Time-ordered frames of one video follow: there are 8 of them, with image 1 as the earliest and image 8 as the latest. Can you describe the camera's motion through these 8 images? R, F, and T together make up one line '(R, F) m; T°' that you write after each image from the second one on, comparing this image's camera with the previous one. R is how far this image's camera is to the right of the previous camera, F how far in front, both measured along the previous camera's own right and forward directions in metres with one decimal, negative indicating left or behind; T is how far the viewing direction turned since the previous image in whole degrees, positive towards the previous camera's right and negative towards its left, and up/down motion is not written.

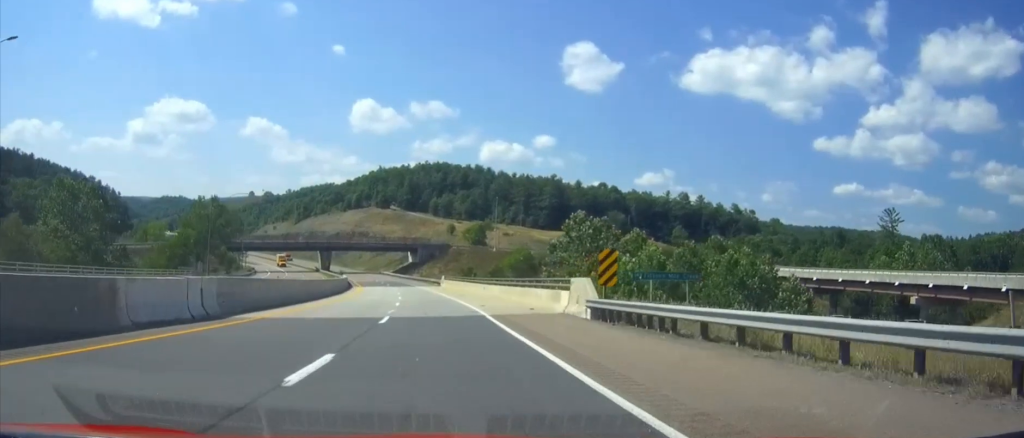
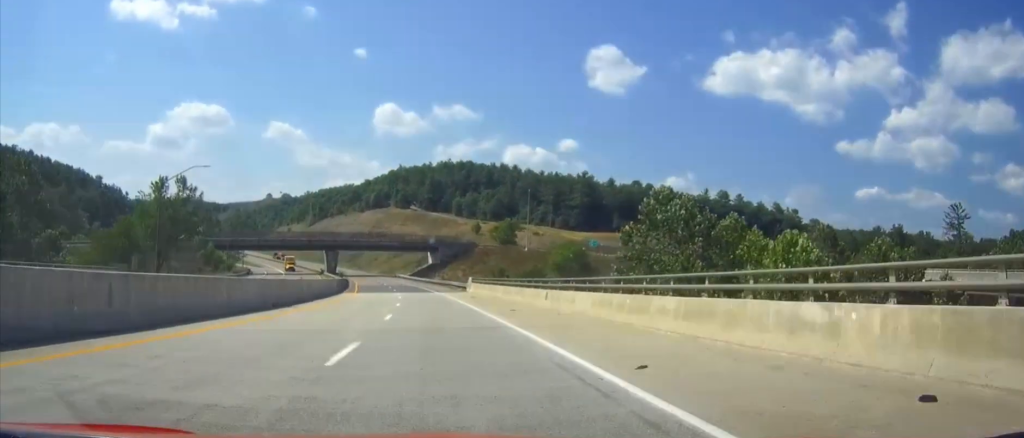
(-0.4, +25.0) m; -2°
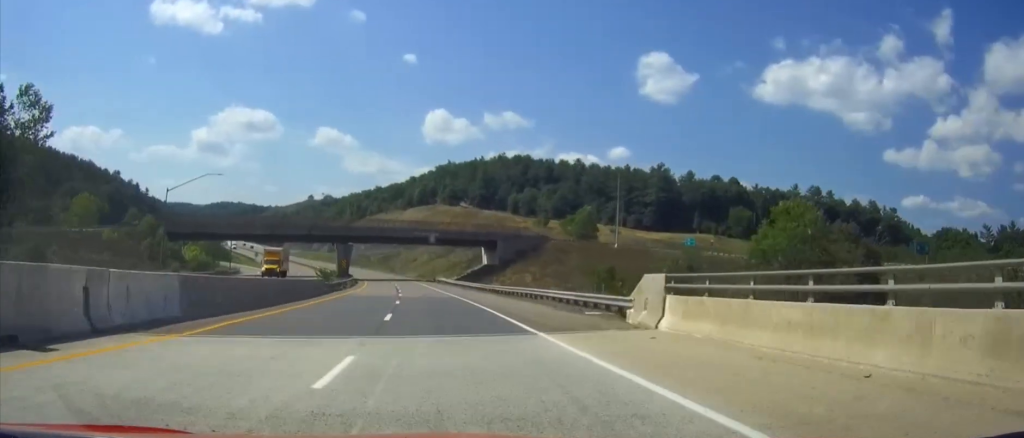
(-1.7, +48.8) m; -4°
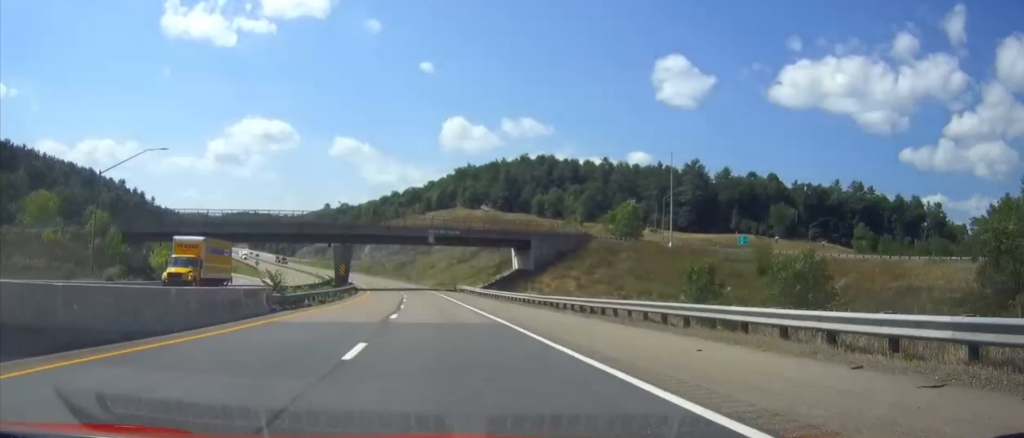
(-0.2, +21.6) m; -2°
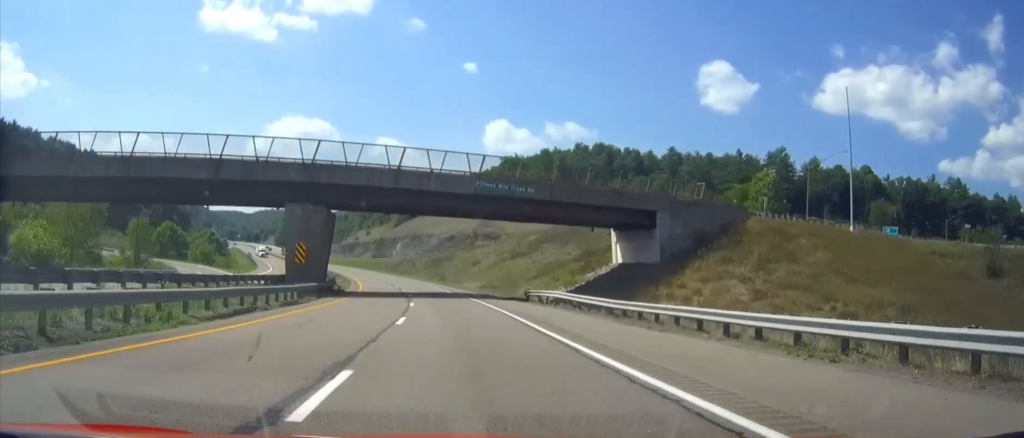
(-1.4, +44.5) m; -3°
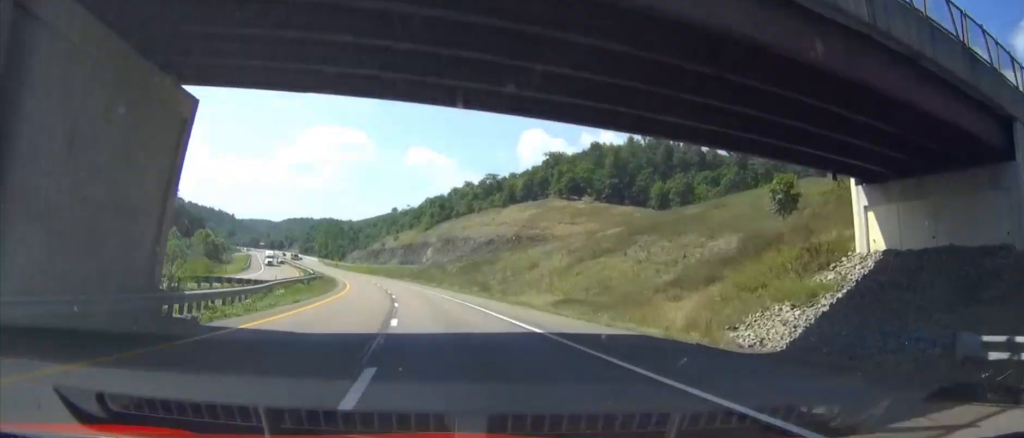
(-0.9, +37.9) m; -2°
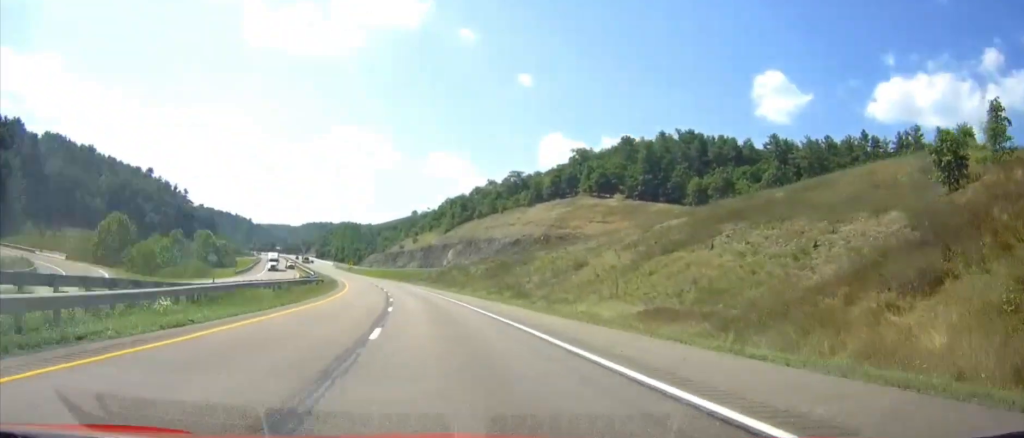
(0.0, +17.3) m; -1°
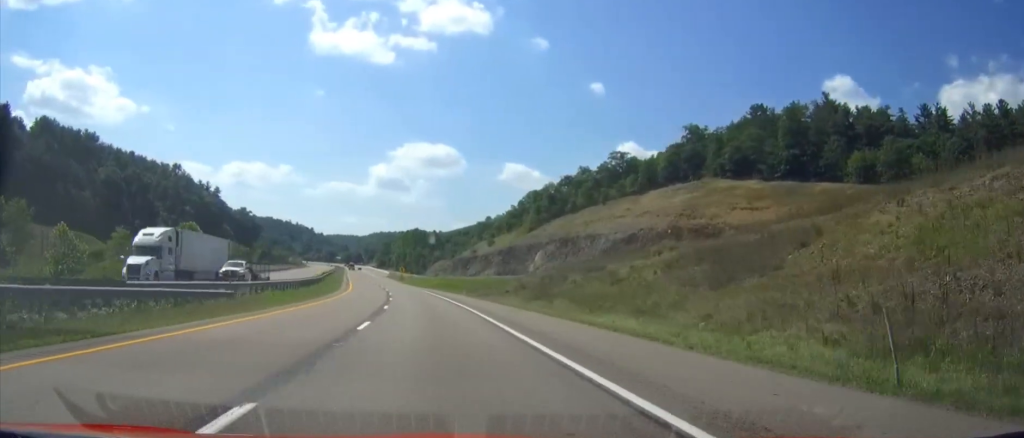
(-2.8, +60.4) m; -6°
